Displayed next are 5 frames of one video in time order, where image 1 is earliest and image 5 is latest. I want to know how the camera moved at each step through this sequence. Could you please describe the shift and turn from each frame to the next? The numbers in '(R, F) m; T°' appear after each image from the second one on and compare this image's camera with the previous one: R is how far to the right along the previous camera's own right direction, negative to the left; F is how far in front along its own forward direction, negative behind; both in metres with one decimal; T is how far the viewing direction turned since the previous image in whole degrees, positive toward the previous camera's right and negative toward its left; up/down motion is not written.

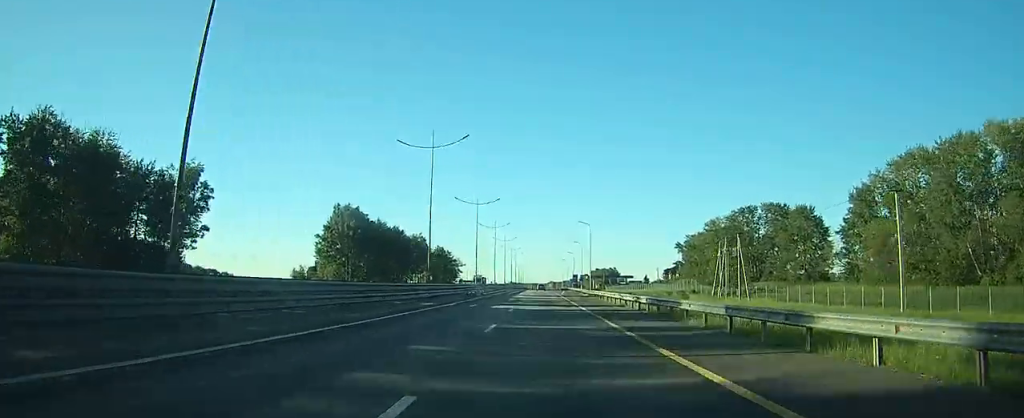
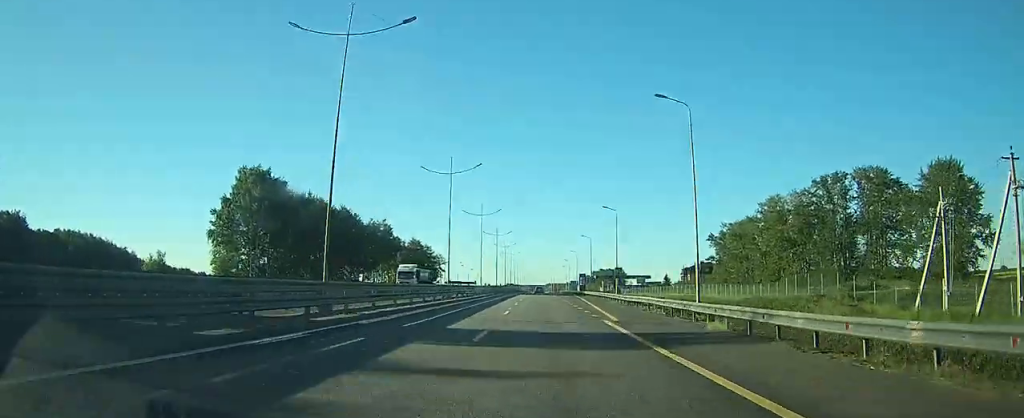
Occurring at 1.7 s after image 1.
(+0.2, +50.5) m; 0°
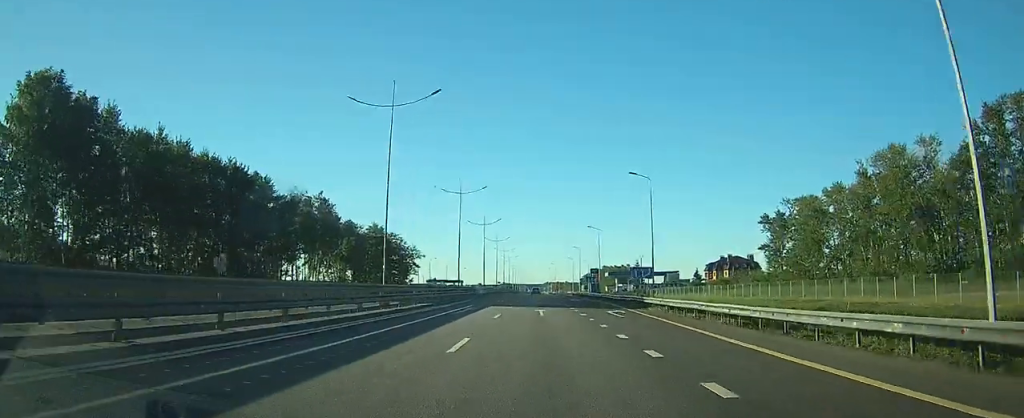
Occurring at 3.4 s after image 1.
(0.0, +50.7) m; 0°
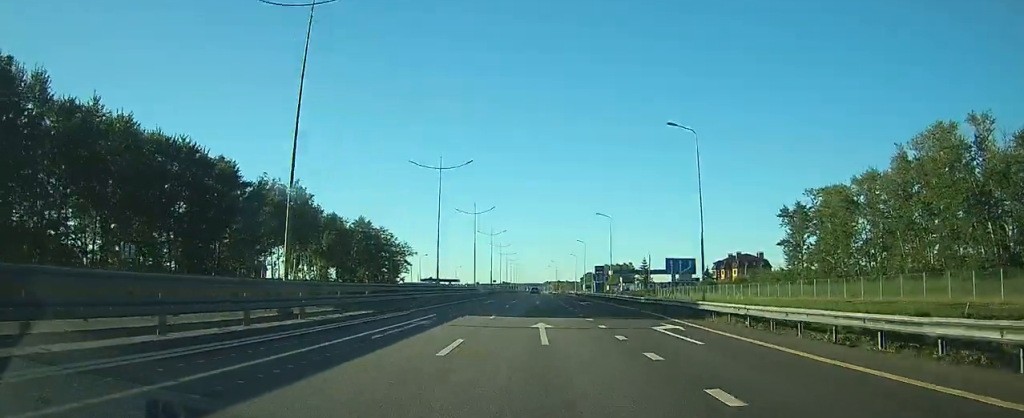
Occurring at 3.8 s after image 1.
(0.0, +12.8) m; 0°
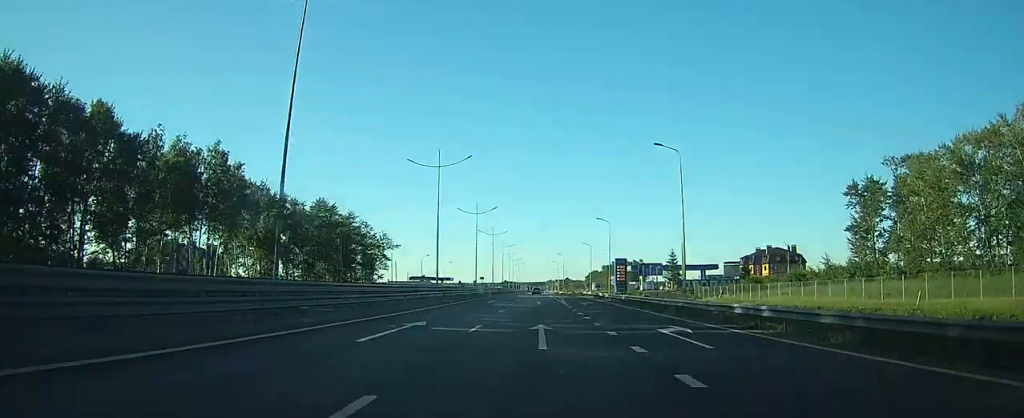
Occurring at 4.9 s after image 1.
(0.0, +31.1) m; 0°
